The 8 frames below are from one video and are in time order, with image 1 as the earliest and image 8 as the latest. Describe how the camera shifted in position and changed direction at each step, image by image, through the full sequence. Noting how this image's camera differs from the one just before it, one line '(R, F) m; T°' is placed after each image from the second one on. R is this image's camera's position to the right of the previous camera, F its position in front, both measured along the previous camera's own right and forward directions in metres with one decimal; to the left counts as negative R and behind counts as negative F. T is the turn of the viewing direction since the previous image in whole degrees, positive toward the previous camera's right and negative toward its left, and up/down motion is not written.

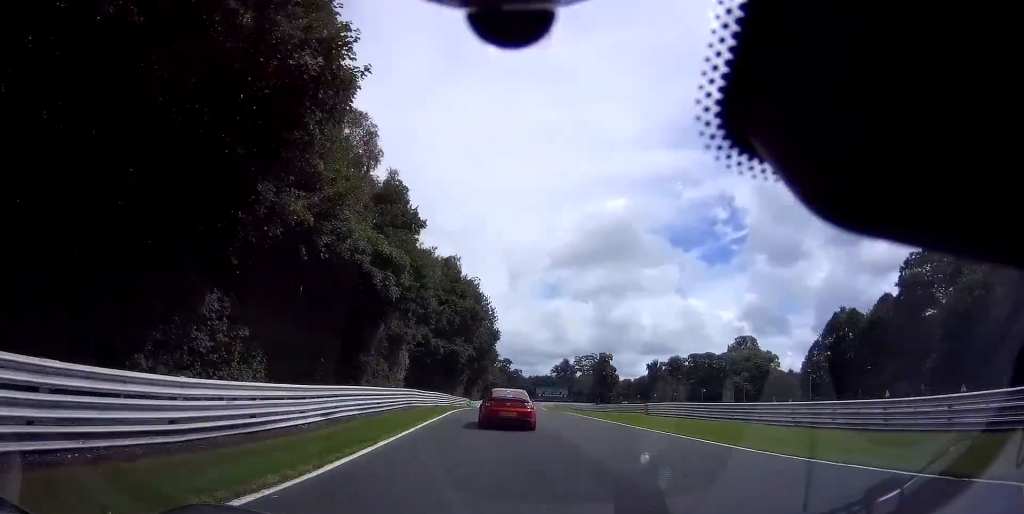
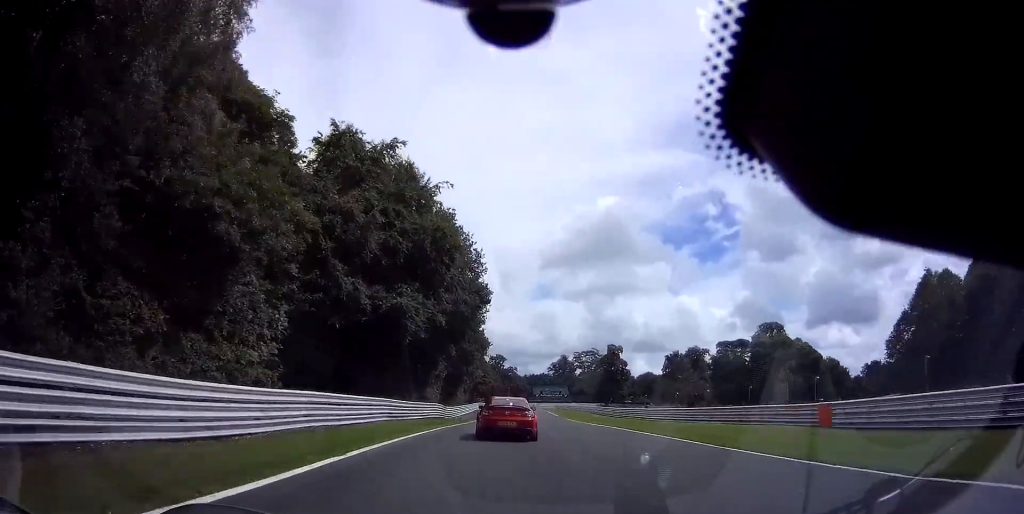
(+0.3, +27.9) m; 0°
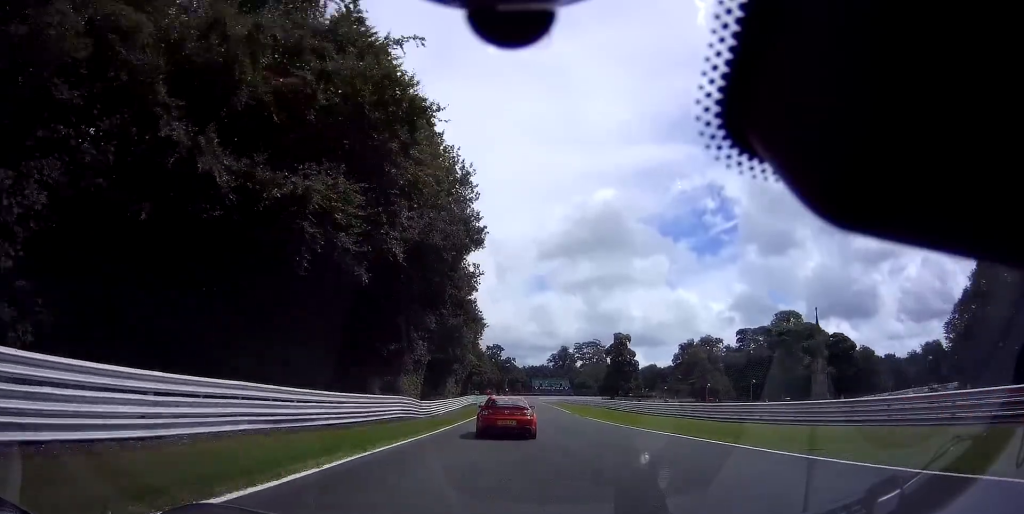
(0.0, +14.1) m; 0°
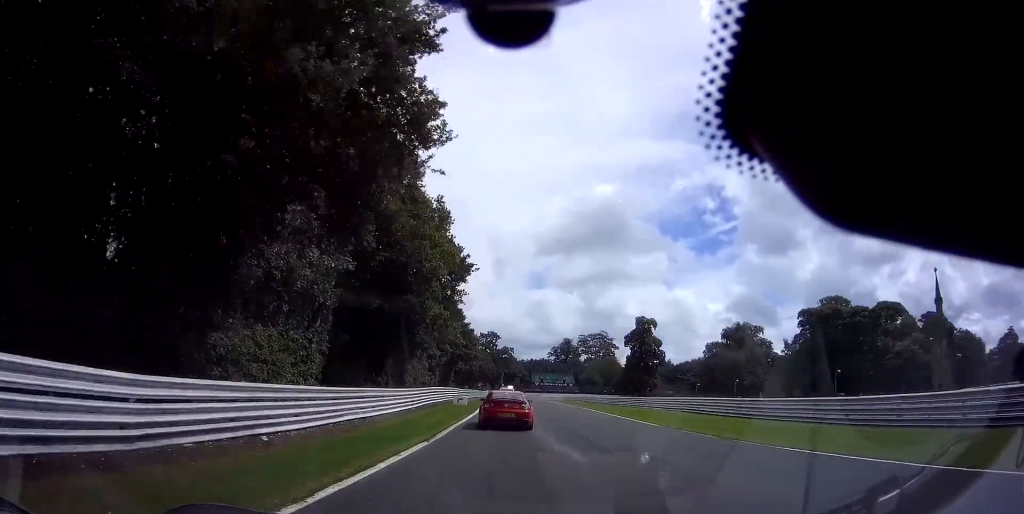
(-0.2, +29.9) m; 0°
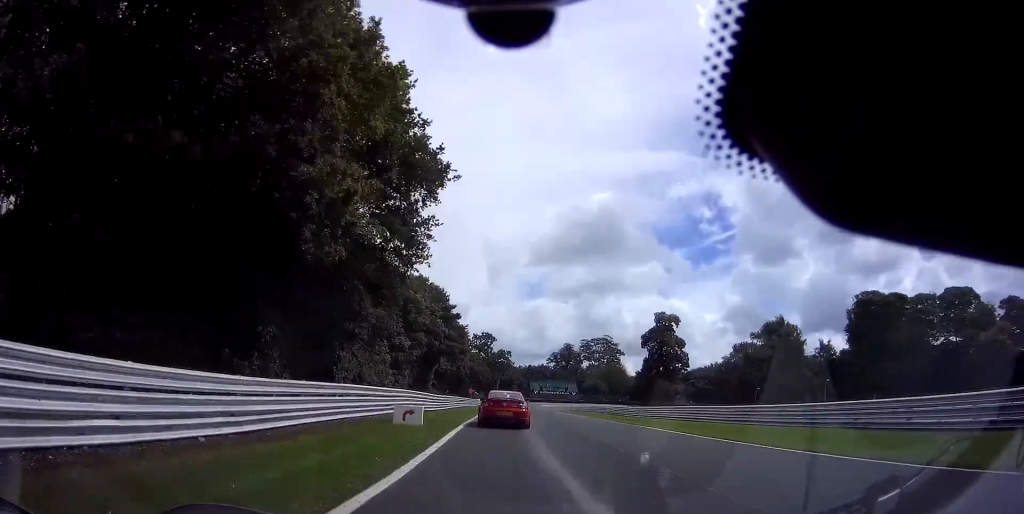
(+0.3, +19.4) m; +1°
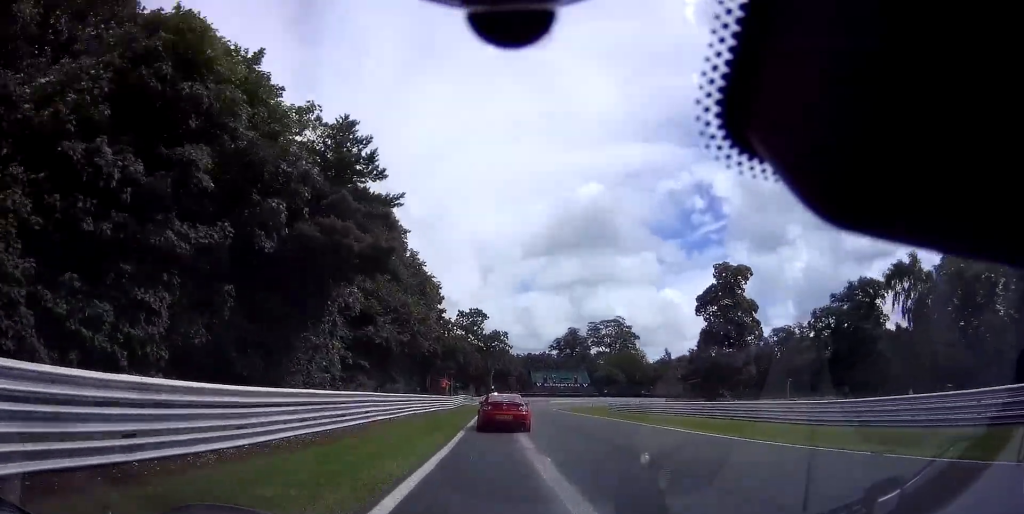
(+0.5, +34.7) m; +1°
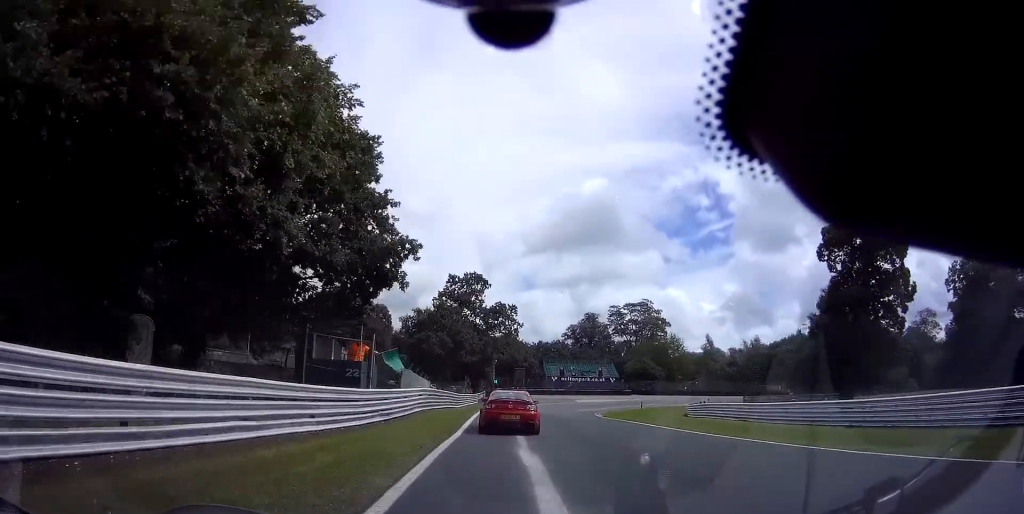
(-0.4, +31.6) m; -1°
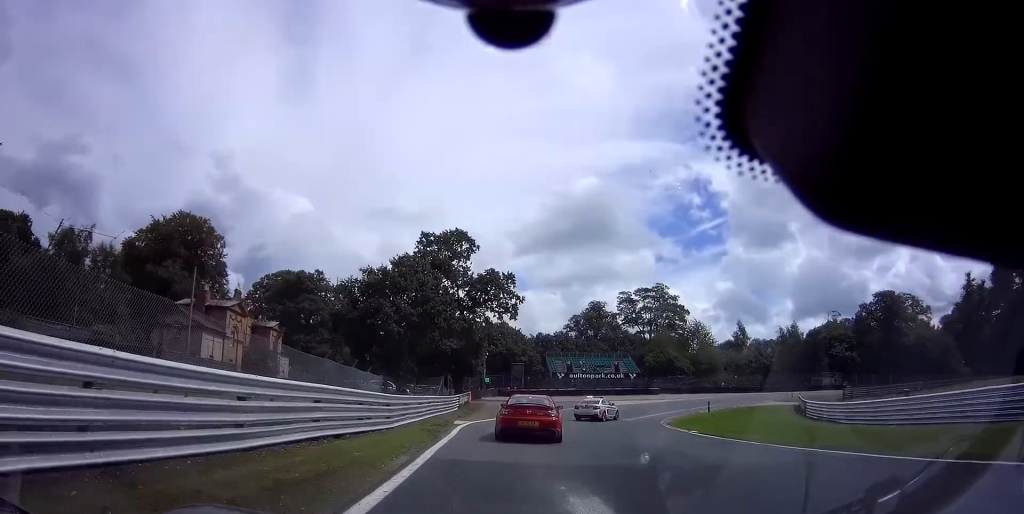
(+0.1, +24.1) m; +4°
